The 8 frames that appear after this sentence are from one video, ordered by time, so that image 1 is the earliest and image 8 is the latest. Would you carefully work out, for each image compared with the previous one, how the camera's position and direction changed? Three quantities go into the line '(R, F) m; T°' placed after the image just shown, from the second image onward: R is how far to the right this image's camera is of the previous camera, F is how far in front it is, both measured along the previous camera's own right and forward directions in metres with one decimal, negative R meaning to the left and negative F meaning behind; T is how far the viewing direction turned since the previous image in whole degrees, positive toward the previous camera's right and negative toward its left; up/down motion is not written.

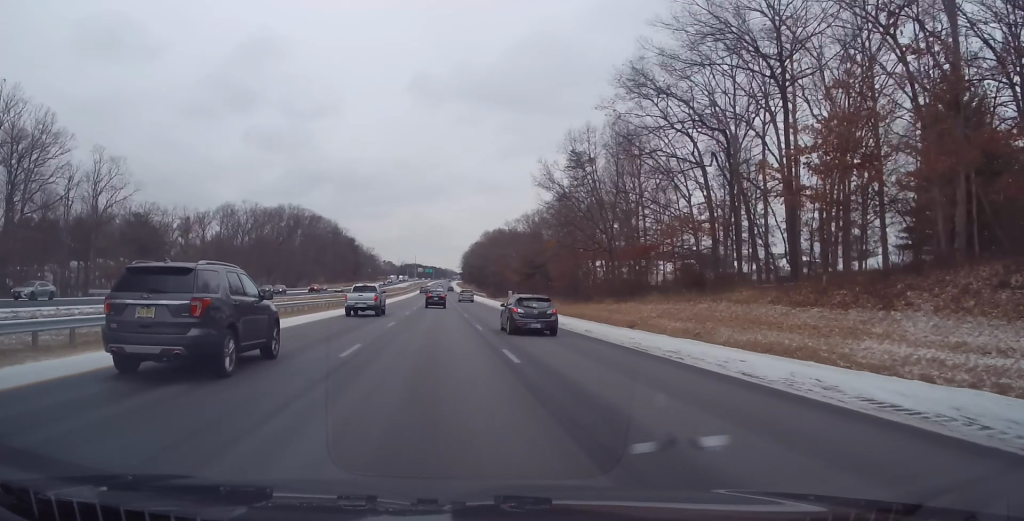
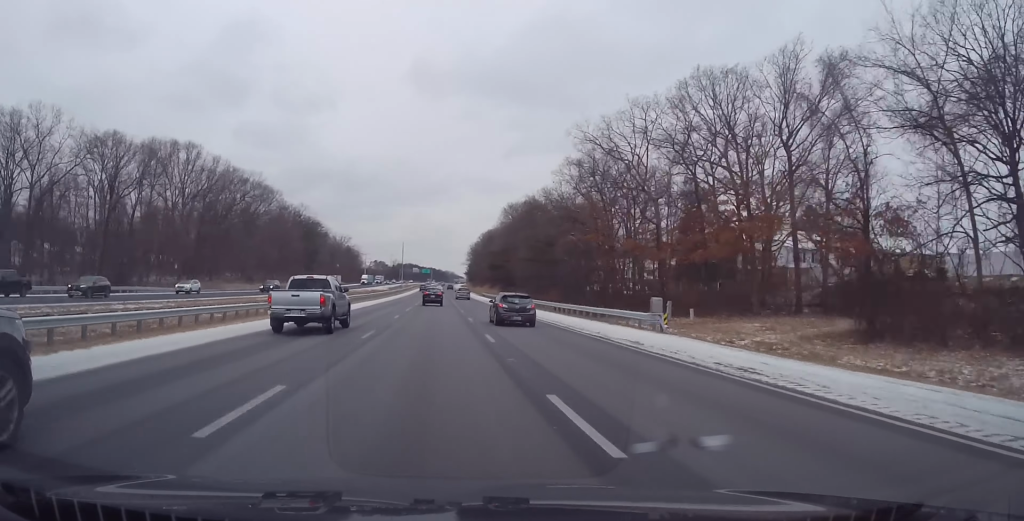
(-0.3, +106.1) m; 0°
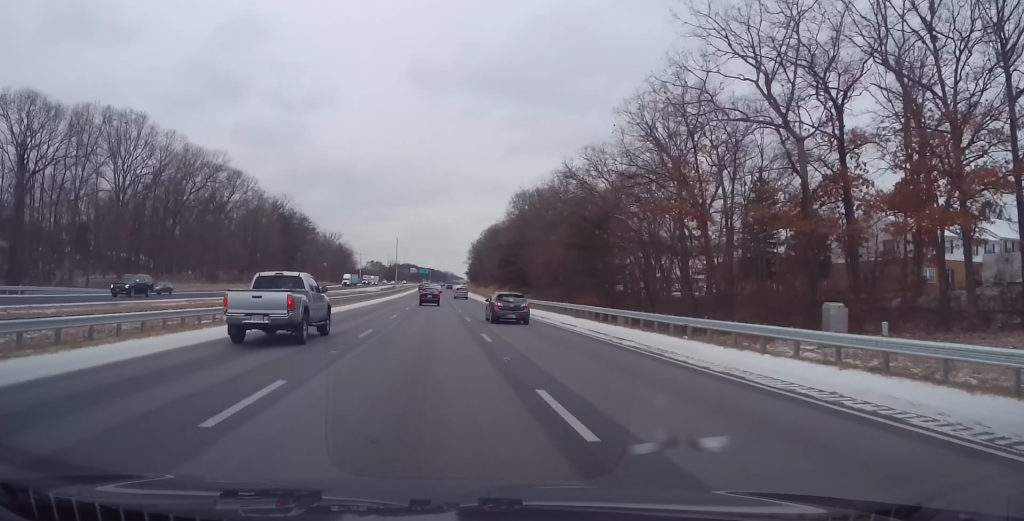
(-0.3, +24.0) m; 0°
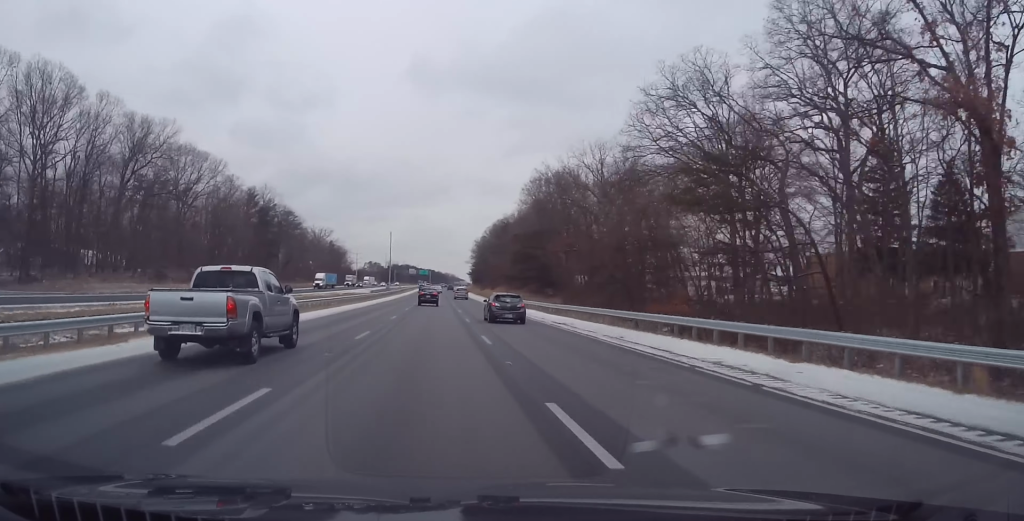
(-0.2, +25.6) m; 0°
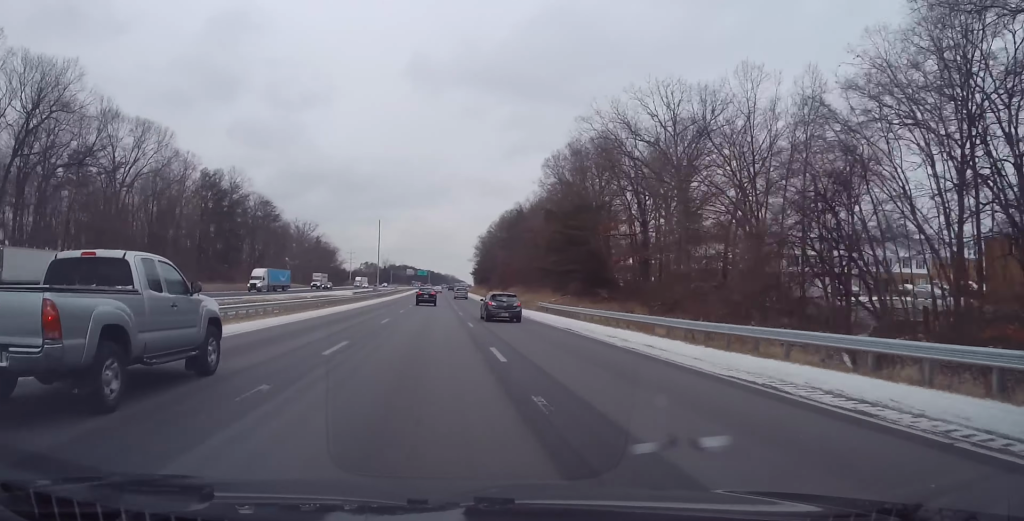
(+0.4, +29.3) m; 0°
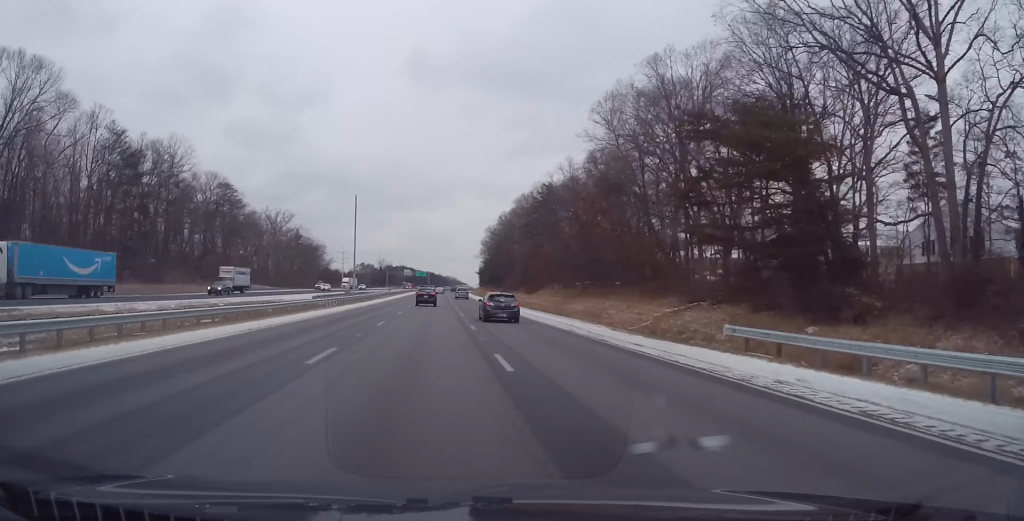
(-0.2, +38.1) m; 0°
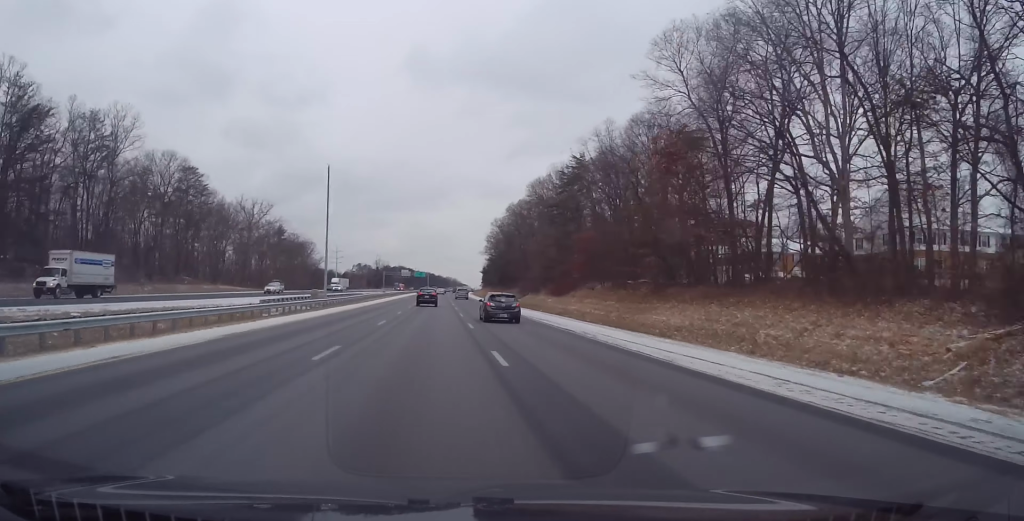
(-0.2, +22.9) m; 0°
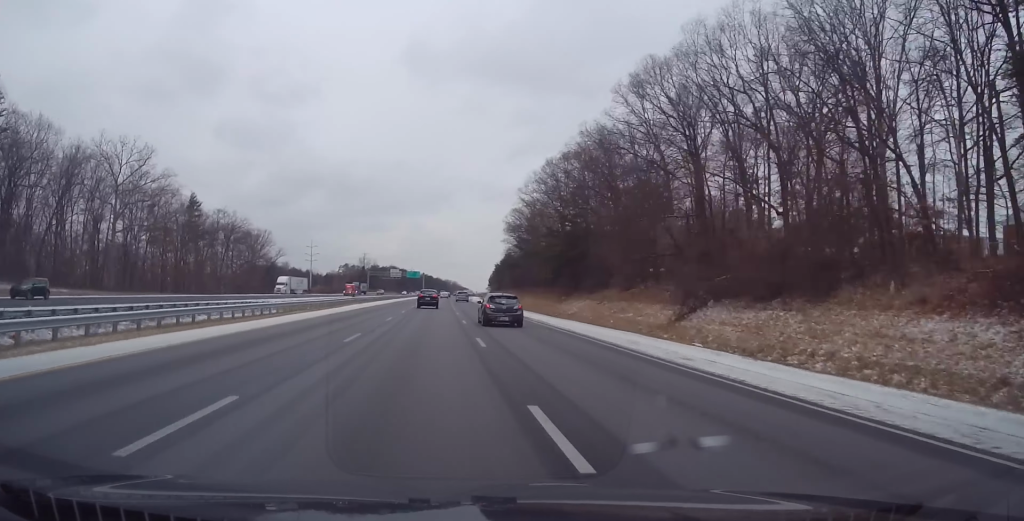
(+0.7, +69.5) m; +1°
